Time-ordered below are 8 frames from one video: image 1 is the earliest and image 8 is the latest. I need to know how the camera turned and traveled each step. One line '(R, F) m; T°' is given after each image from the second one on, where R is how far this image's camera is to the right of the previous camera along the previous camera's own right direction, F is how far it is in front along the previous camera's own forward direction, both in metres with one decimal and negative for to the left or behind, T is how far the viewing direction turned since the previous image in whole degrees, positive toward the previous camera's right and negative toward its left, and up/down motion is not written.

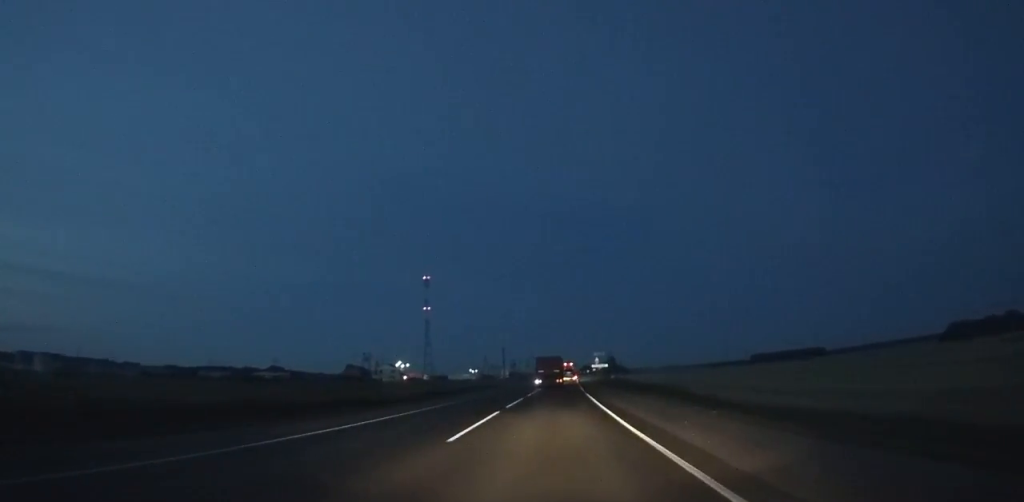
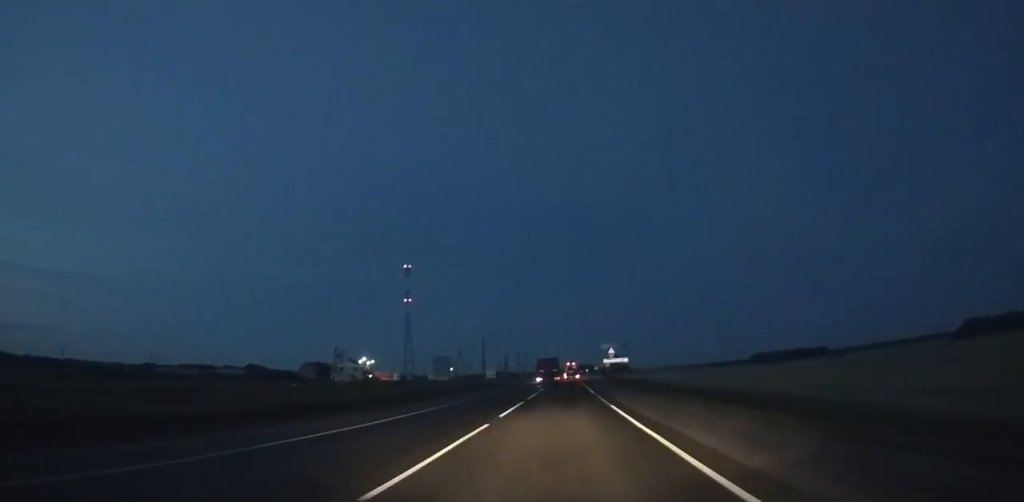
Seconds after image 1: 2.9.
(+0.4, +42.3) m; +1°
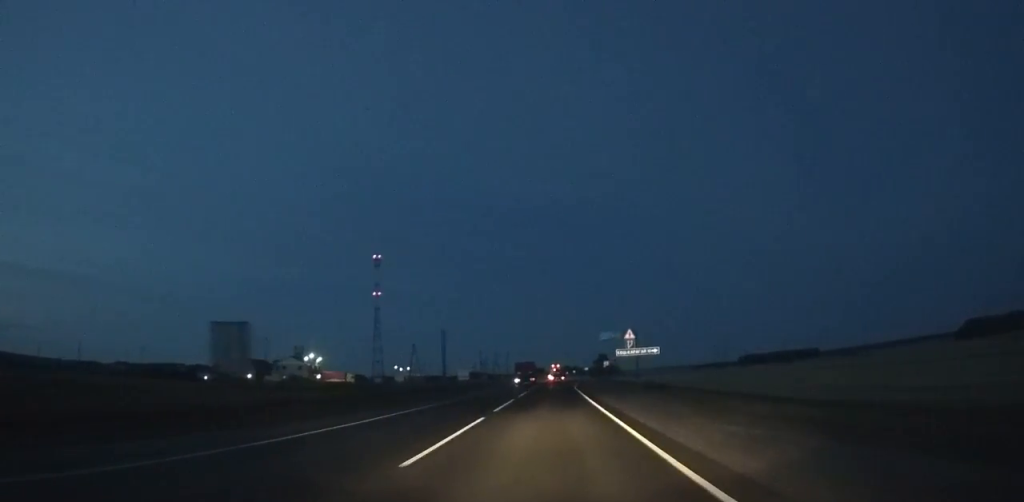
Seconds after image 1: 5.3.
(+0.3, +33.9) m; +1°
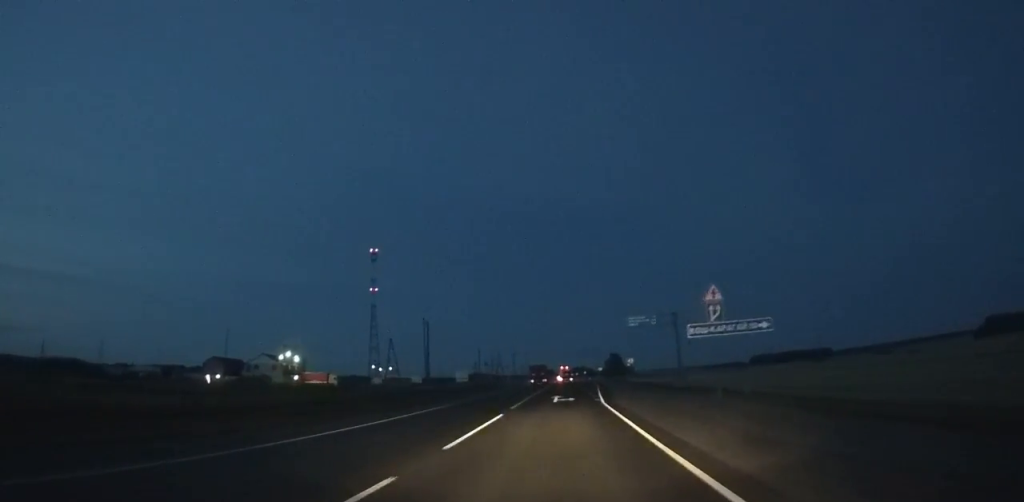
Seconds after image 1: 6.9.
(+0.1, +22.2) m; 0°
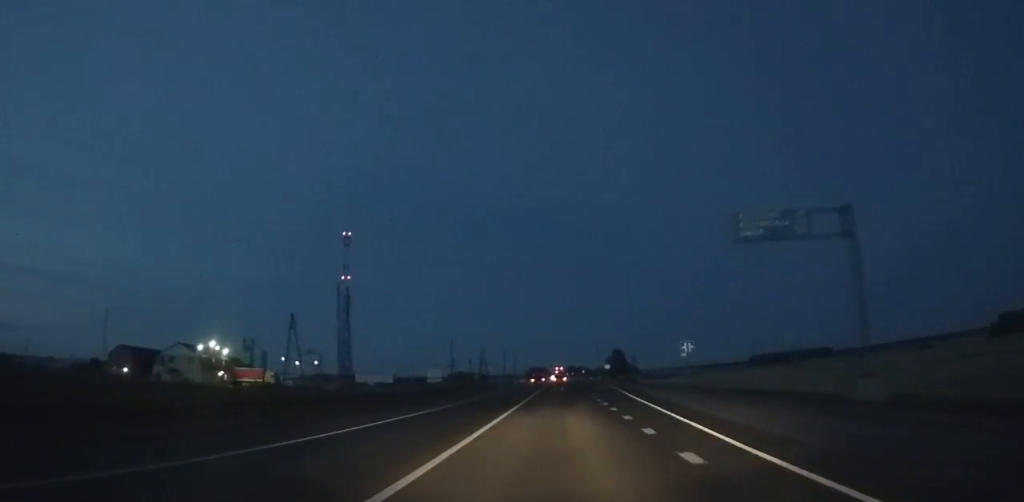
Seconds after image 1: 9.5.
(0.0, +34.9) m; 0°
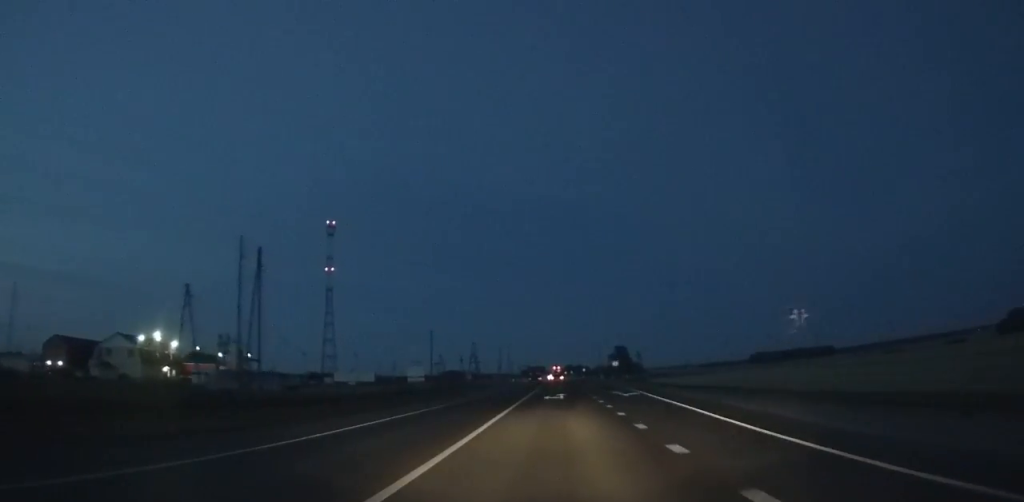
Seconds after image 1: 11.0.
(+0.1, +19.4) m; 0°
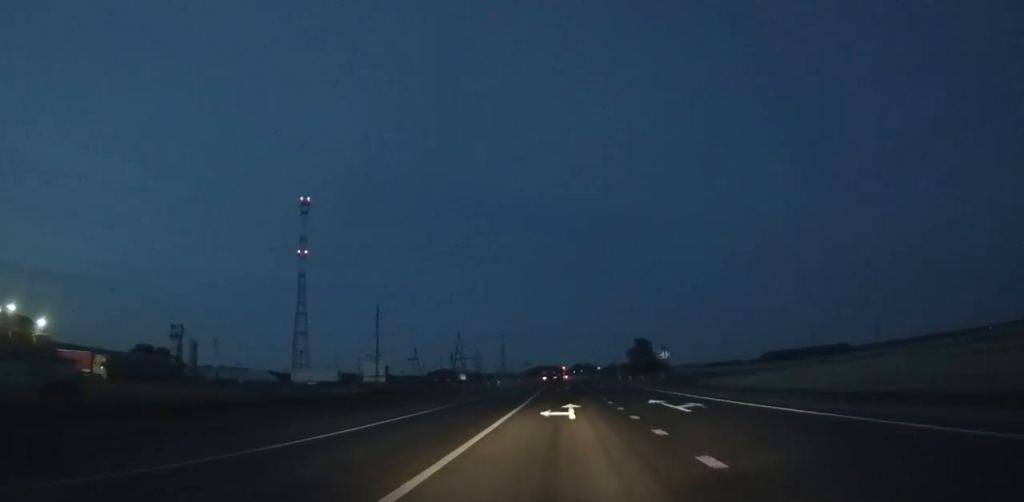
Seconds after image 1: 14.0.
(+0.1, +37.4) m; 0°
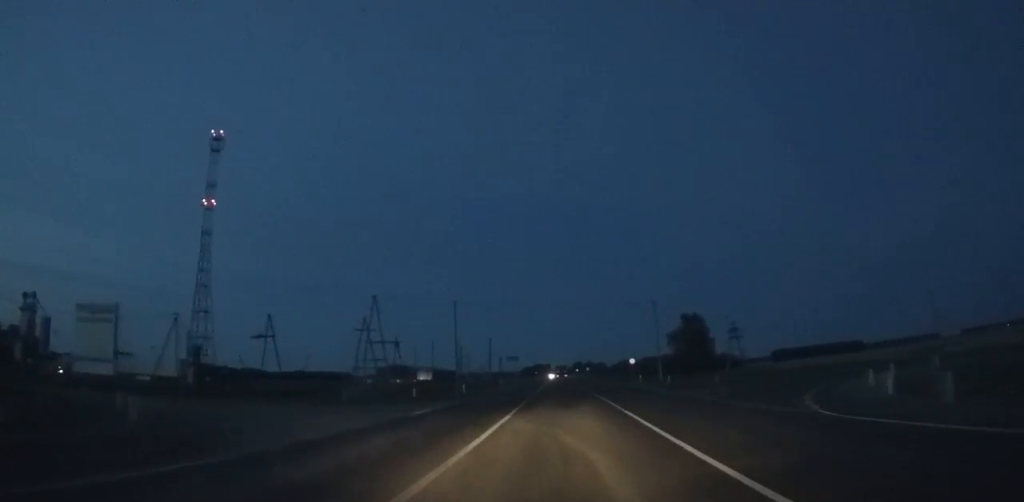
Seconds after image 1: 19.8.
(0.0, +62.7) m; -3°
